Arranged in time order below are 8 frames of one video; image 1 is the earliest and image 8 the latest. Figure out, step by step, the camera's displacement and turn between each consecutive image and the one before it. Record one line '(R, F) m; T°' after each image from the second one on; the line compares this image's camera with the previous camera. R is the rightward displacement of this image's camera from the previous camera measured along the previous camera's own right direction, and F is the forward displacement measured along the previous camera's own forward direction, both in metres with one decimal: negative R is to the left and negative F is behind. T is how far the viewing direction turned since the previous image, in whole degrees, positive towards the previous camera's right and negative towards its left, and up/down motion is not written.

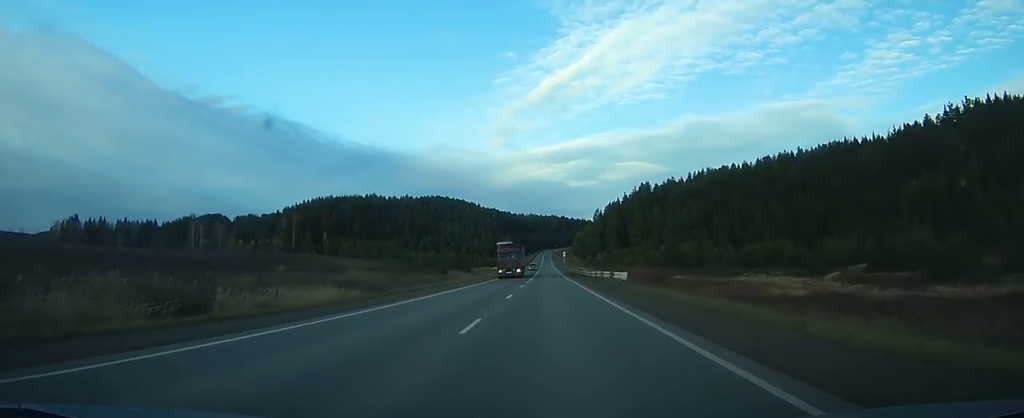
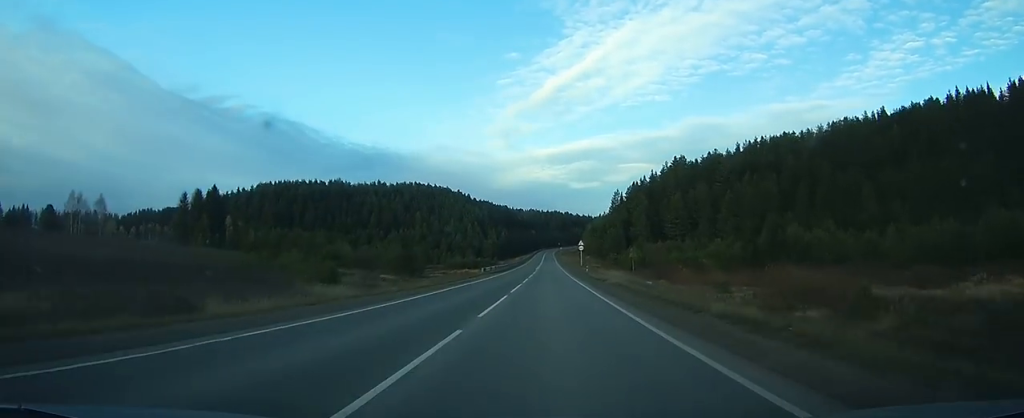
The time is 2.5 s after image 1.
(+0.3, +74.4) m; 0°
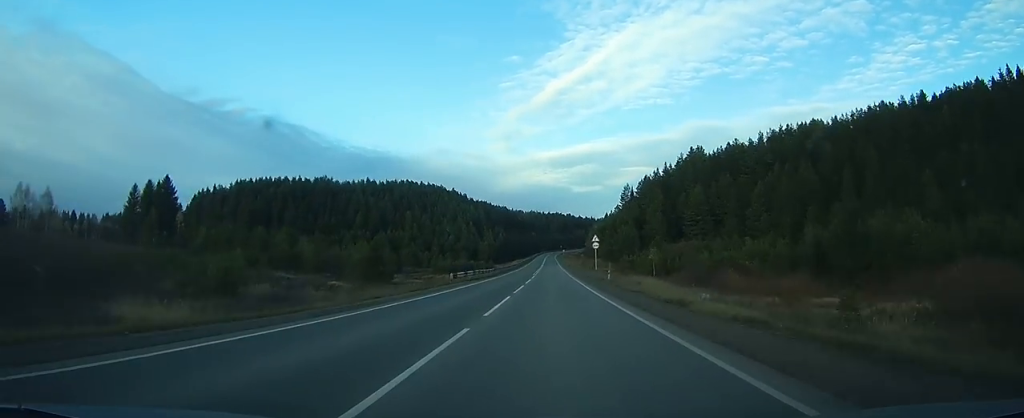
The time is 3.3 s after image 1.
(-0.1, +23.9) m; 0°
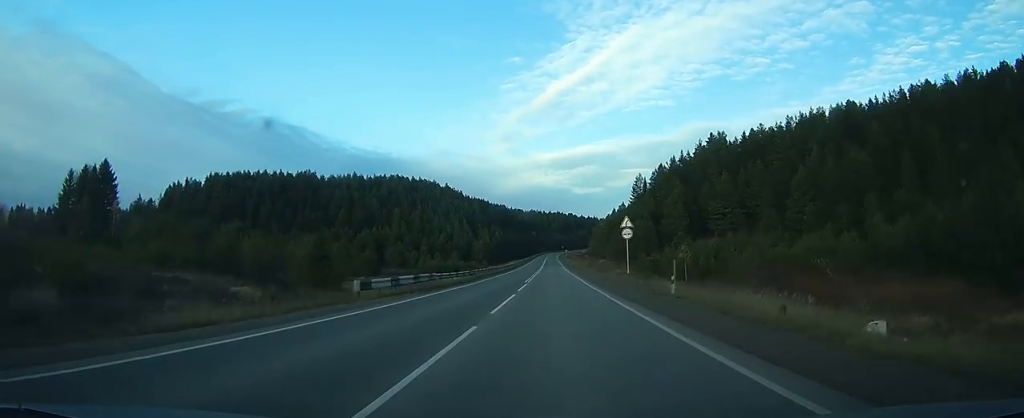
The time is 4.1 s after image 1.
(-0.1, +23.8) m; 0°
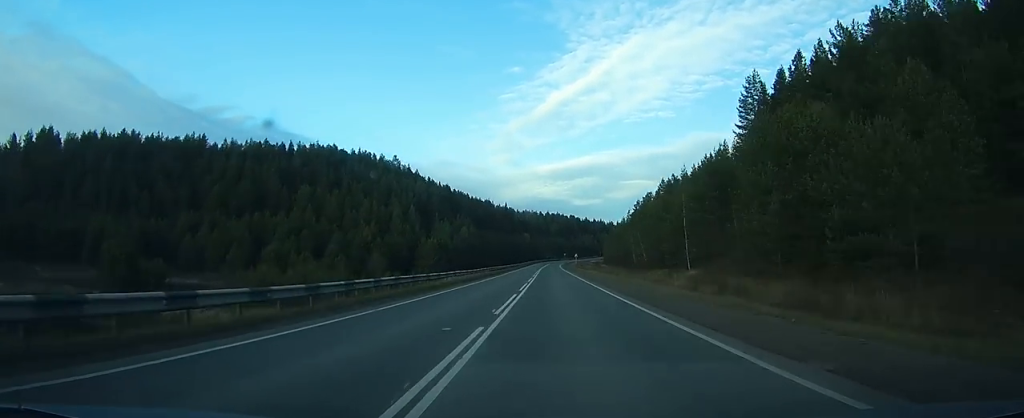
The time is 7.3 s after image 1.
(-0.2, +95.0) m; 0°
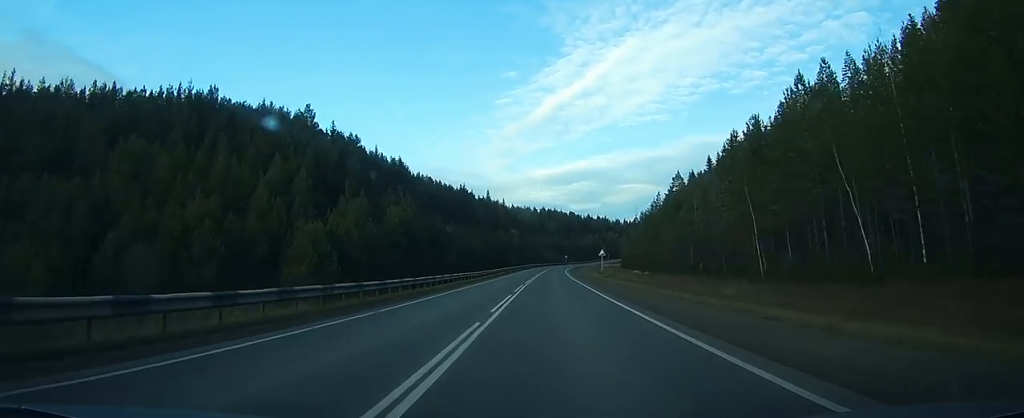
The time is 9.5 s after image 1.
(+0.2, +69.8) m; 0°
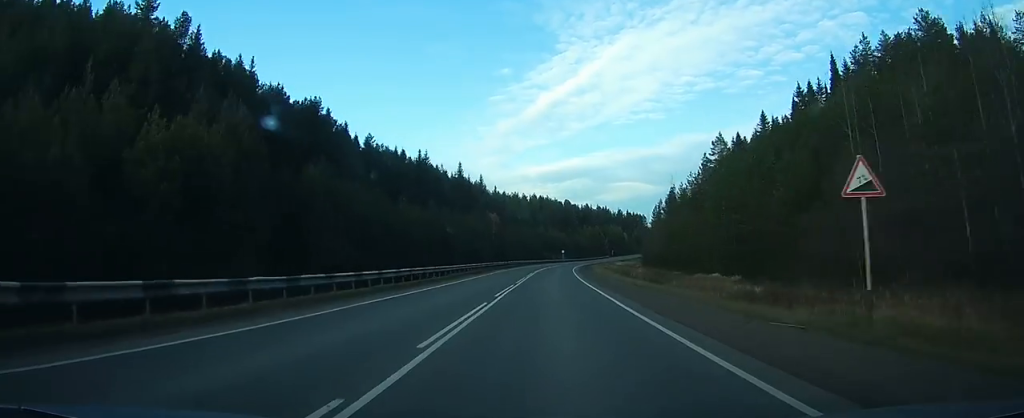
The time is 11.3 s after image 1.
(+0.2, +55.1) m; +1°
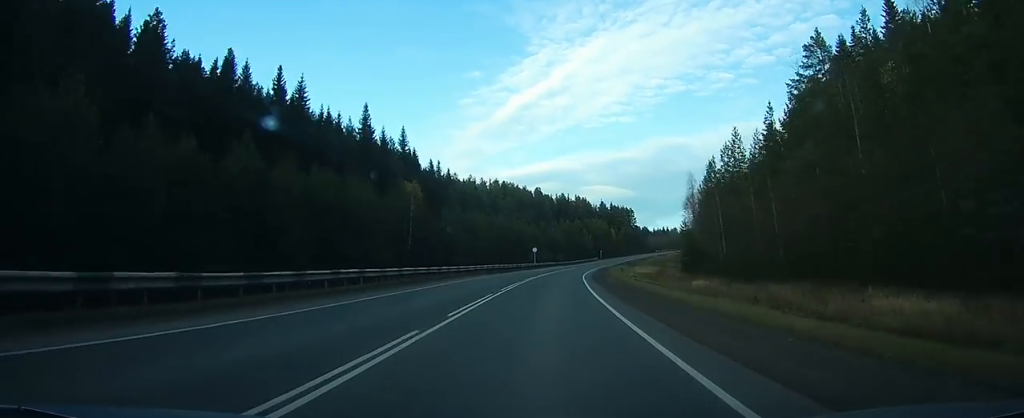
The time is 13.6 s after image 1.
(+0.7, +67.8) m; +2°
